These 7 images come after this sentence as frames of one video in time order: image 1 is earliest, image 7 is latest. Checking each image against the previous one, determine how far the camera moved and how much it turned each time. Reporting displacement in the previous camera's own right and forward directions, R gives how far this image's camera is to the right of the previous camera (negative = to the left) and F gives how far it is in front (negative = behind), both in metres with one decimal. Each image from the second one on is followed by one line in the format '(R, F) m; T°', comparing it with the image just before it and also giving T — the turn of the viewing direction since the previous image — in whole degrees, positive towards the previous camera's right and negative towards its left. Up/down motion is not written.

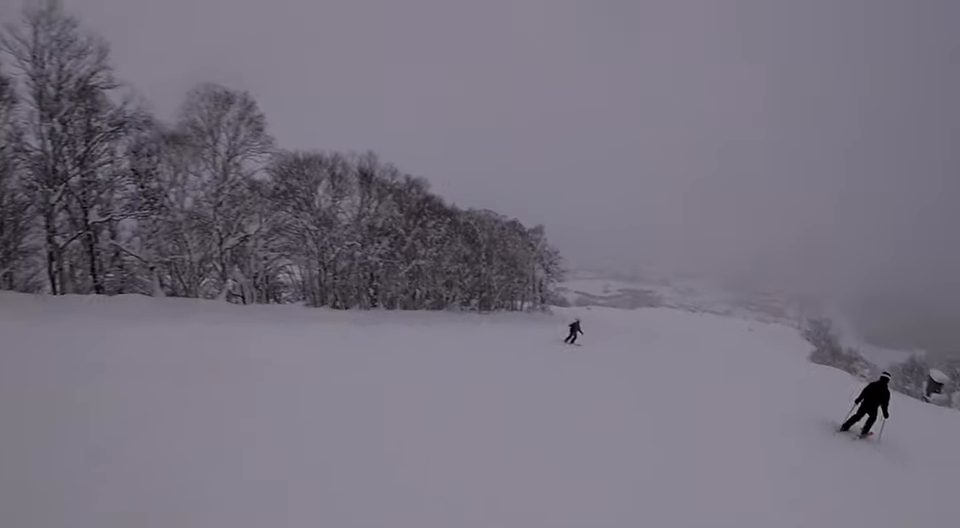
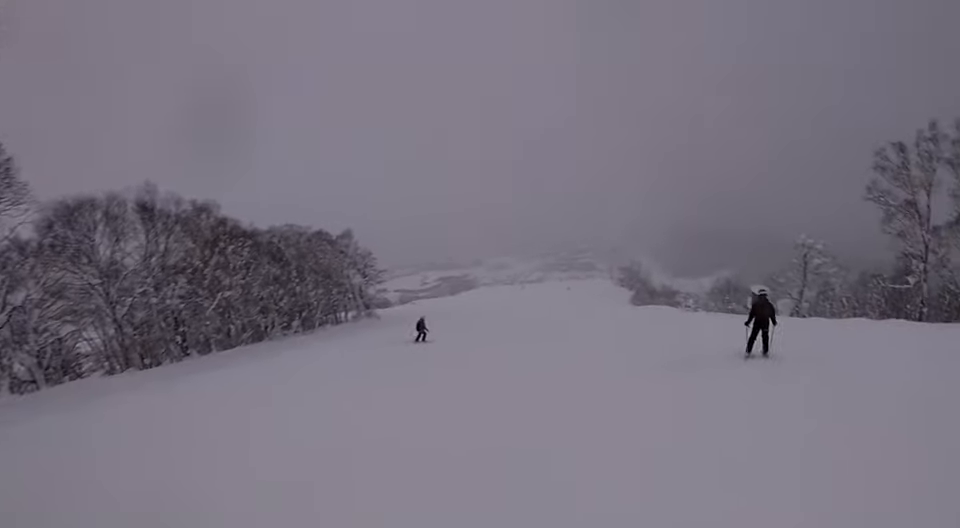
(-0.2, +2.4) m; +12°
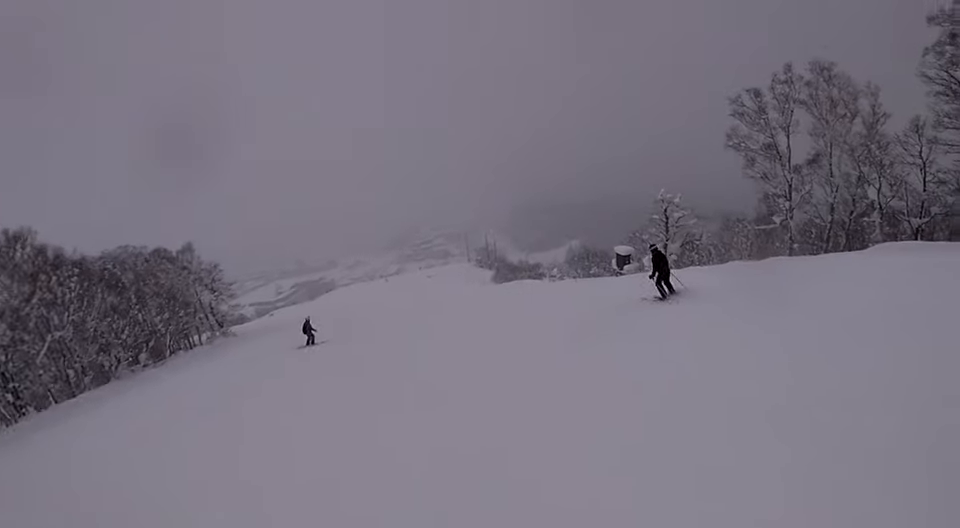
(+0.3, +2.6) m; +5°
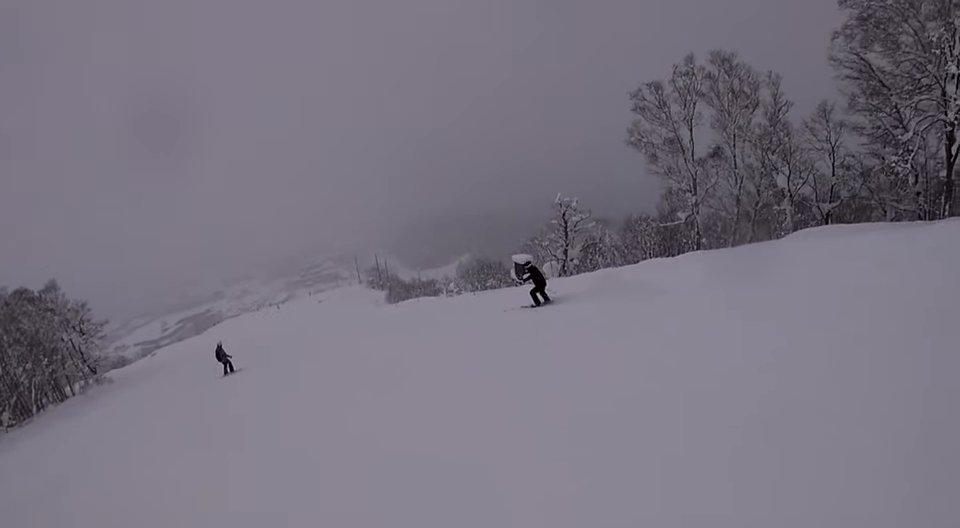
(+1.3, +3.4) m; -4°
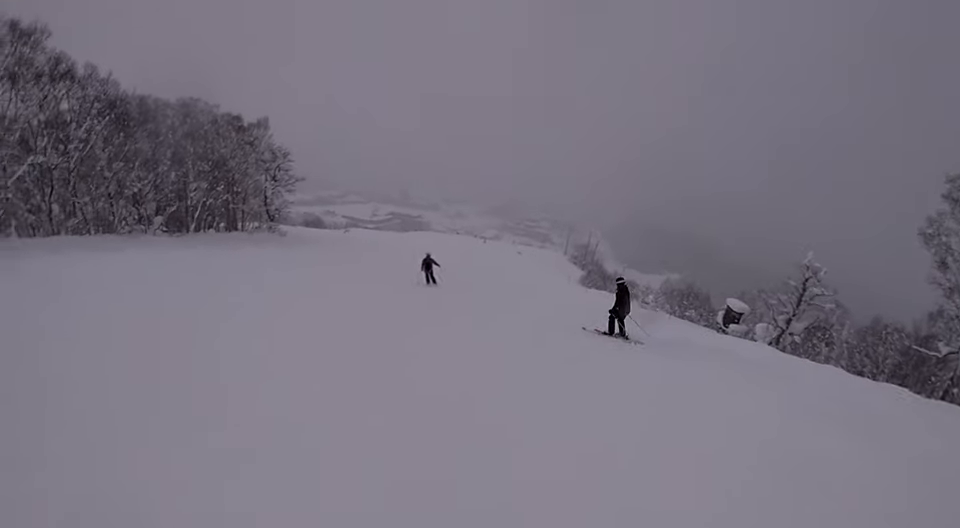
(-1.5, +5.1) m; -19°
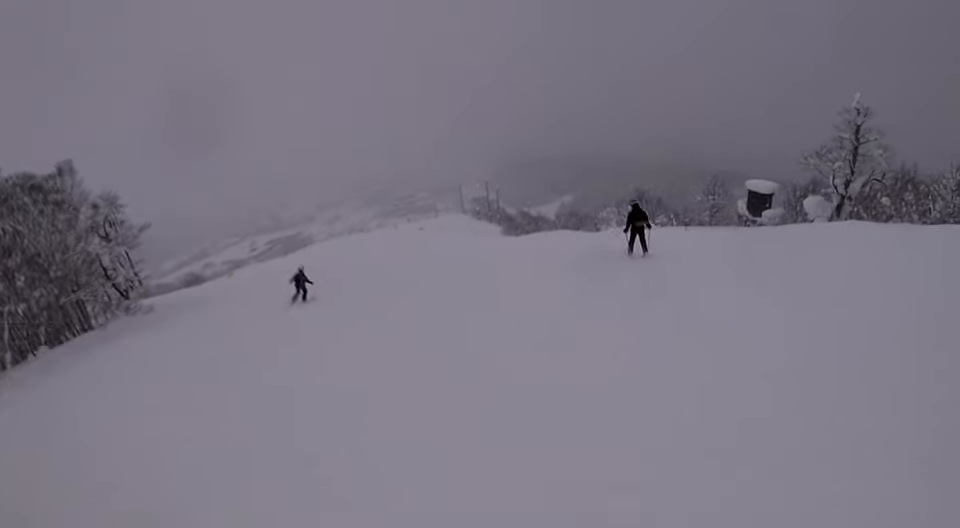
(+1.4, +15.3) m; +21°
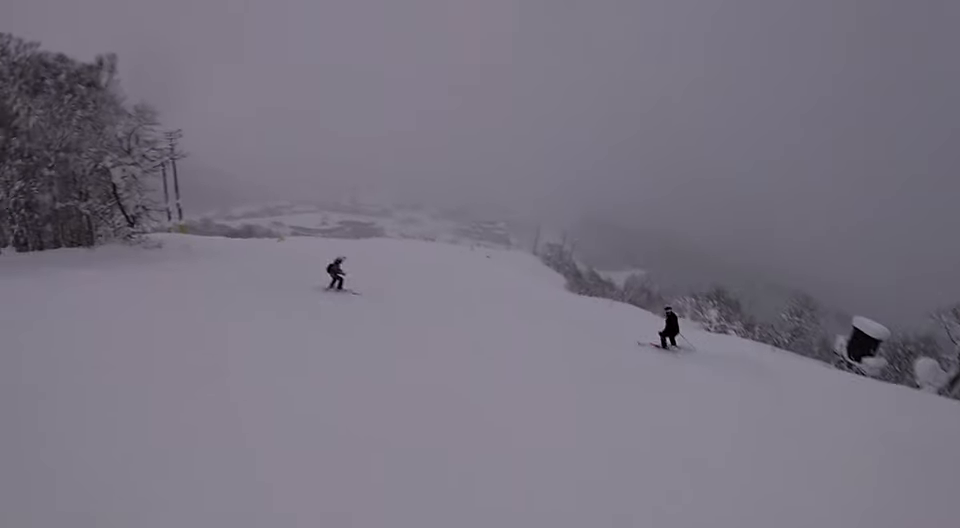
(+0.4, +6.3) m; -2°
